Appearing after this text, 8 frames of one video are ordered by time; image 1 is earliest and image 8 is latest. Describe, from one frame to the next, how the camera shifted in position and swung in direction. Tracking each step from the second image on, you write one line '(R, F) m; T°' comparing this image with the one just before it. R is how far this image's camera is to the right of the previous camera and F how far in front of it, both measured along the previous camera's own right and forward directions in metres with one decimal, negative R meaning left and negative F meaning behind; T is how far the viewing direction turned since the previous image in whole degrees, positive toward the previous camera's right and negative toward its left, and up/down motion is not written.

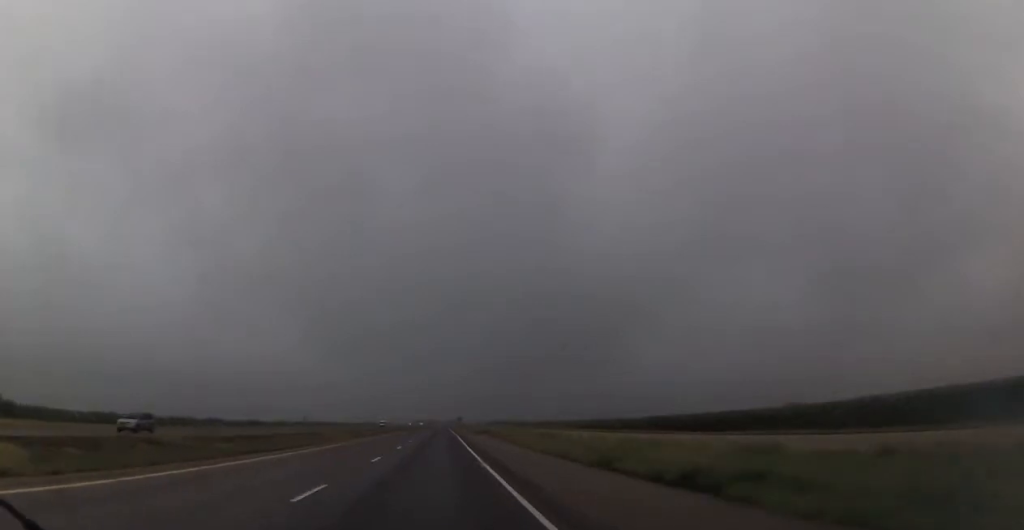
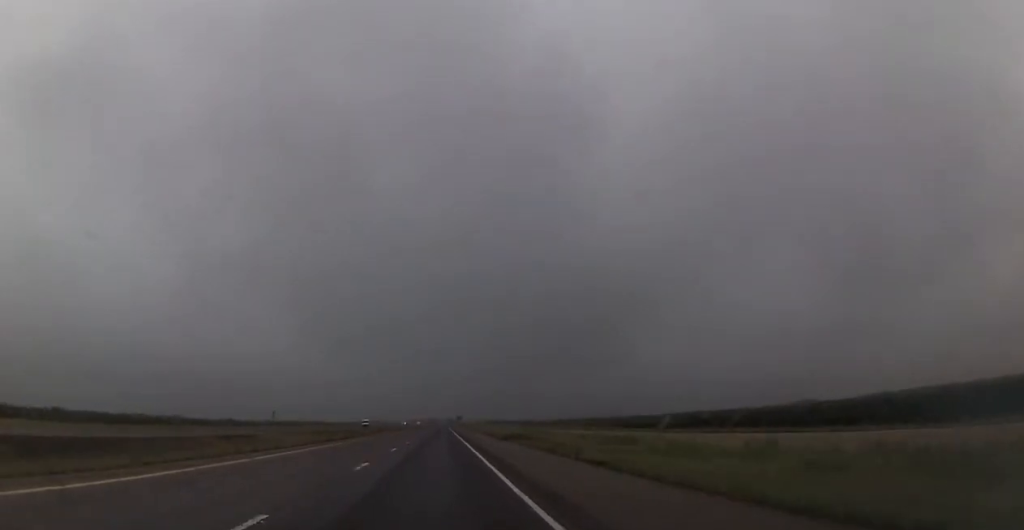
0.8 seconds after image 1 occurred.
(0.0, +29.1) m; 0°
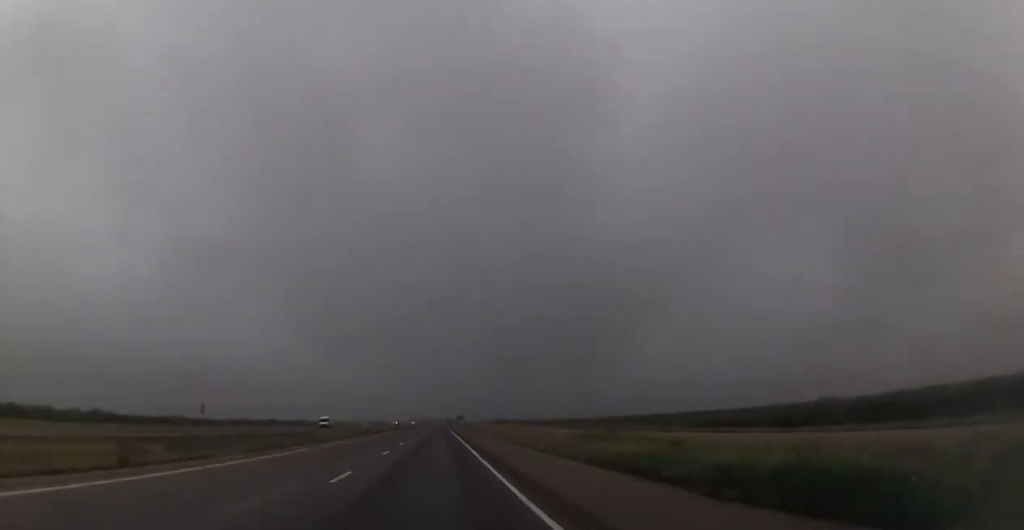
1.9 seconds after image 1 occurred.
(+0.3, +40.0) m; 0°
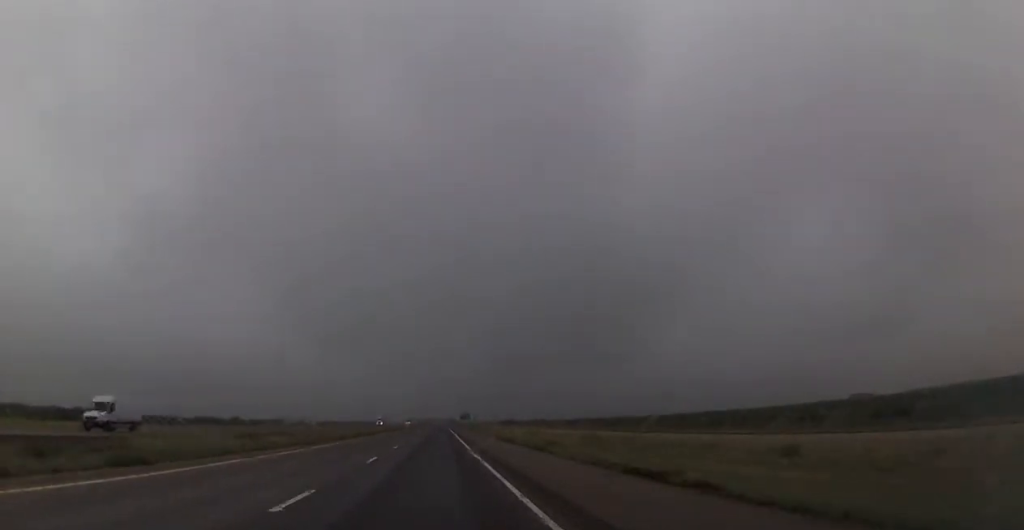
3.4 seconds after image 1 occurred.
(-0.1, +53.3) m; -1°
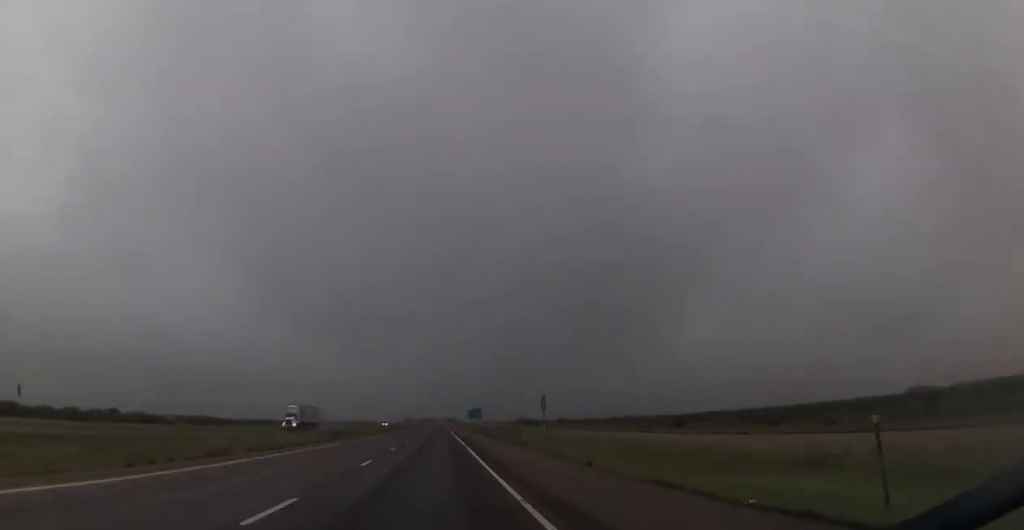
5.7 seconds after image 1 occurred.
(+0.4, +86.0) m; +1°
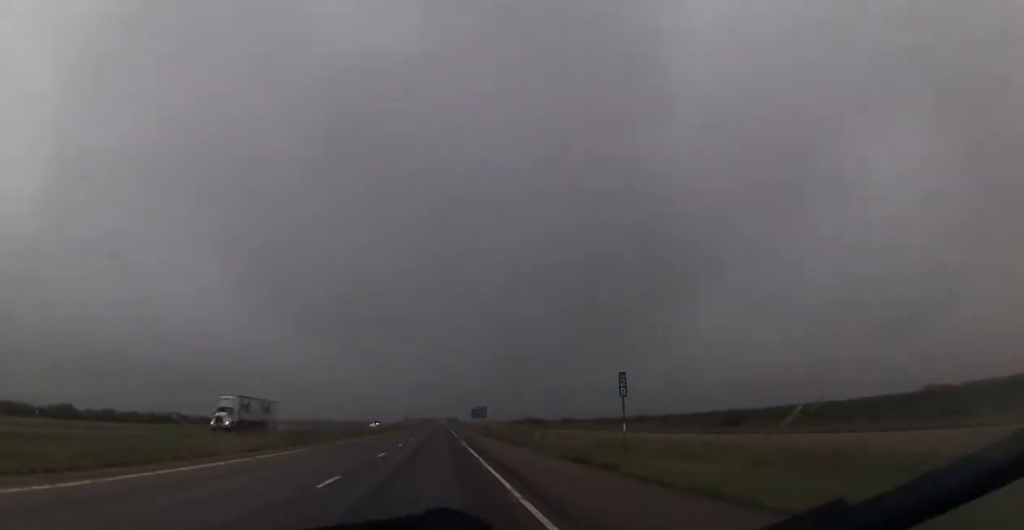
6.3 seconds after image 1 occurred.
(-0.1, +19.3) m; 0°
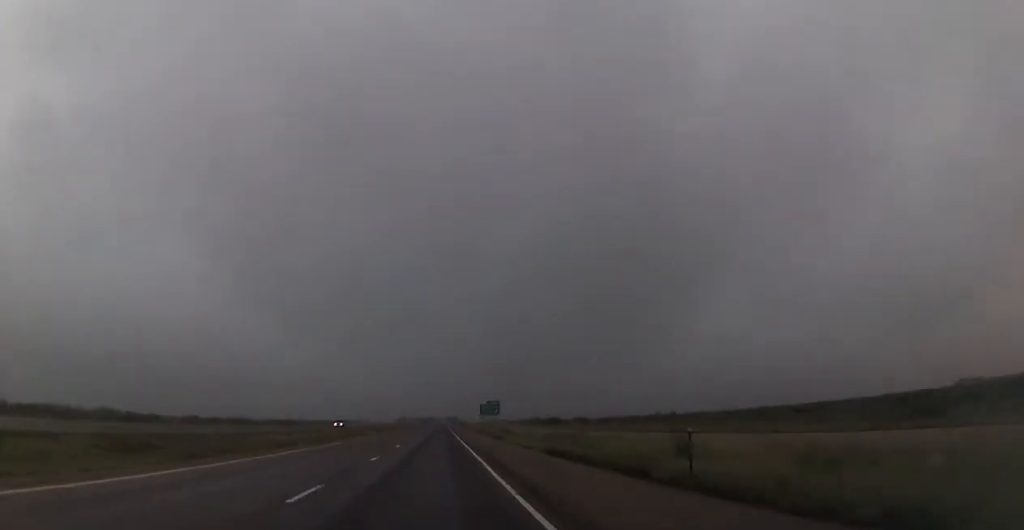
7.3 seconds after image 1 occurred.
(0.0, +38.7) m; -1°
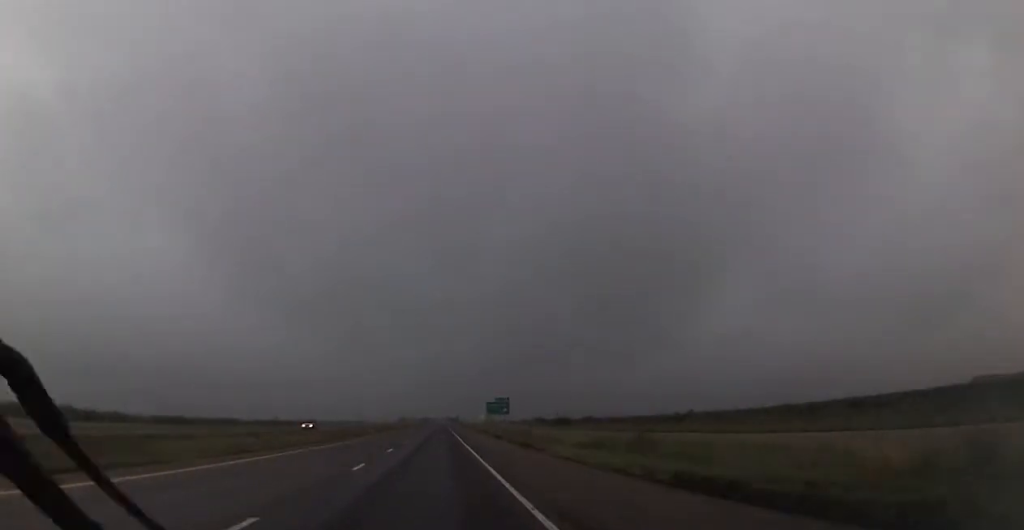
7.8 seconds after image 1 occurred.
(-0.1, +17.0) m; 0°
